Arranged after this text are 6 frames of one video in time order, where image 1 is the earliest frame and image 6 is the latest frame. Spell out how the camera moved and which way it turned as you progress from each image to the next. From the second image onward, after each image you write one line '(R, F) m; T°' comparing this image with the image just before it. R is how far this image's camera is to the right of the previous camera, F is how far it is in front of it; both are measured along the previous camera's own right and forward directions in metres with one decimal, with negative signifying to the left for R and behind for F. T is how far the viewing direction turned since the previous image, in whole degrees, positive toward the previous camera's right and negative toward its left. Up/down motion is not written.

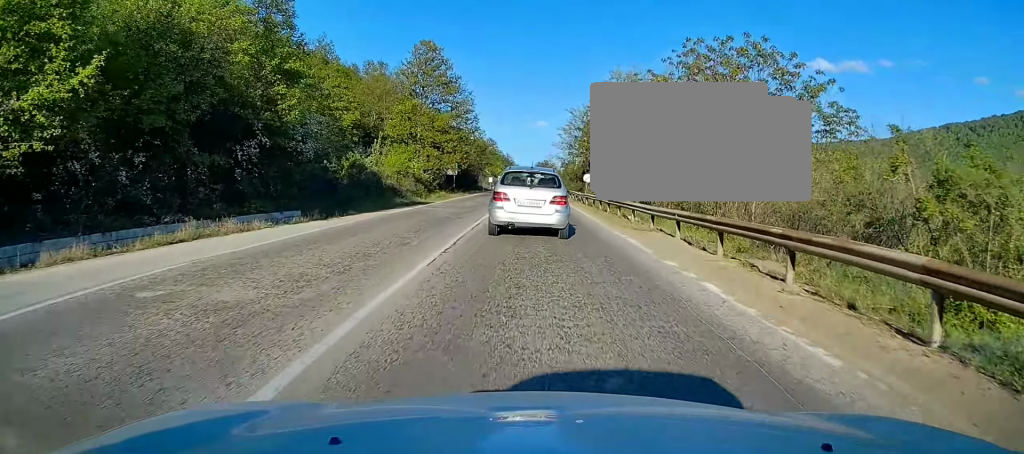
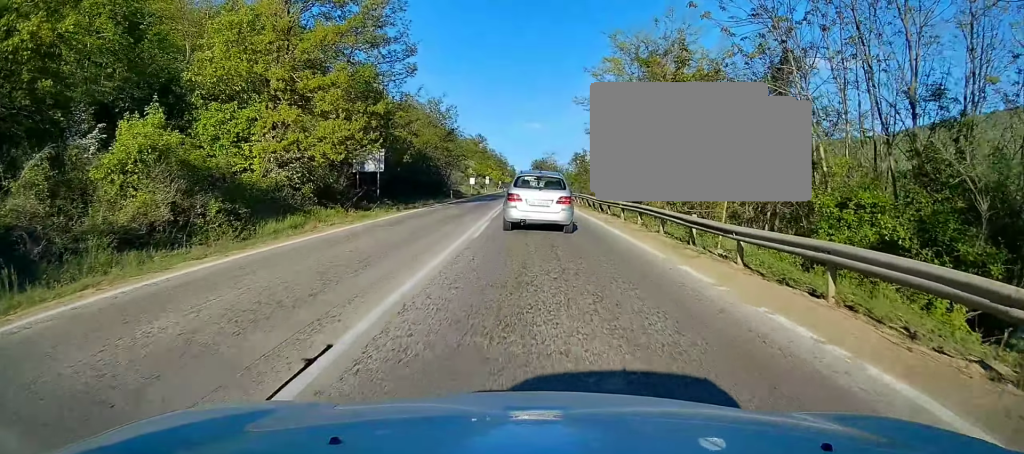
(+0.2, +36.4) m; 0°
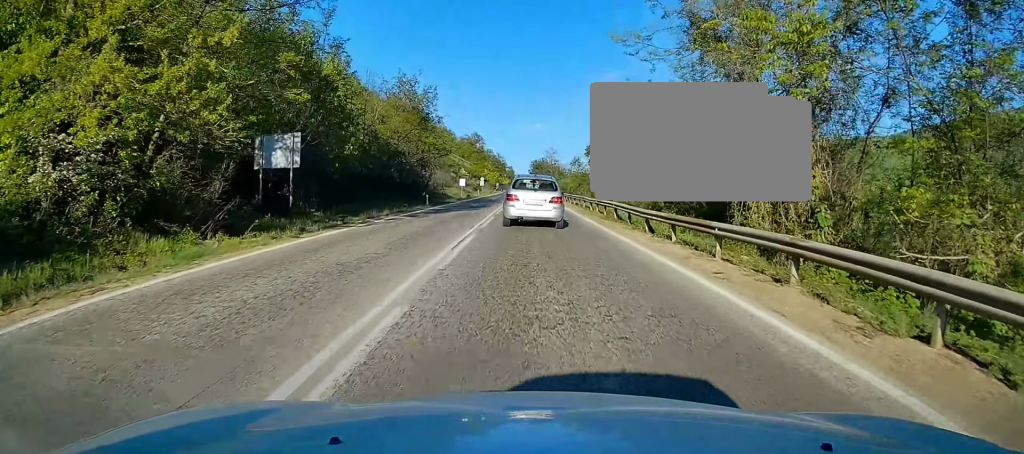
(0.0, +13.8) m; 0°
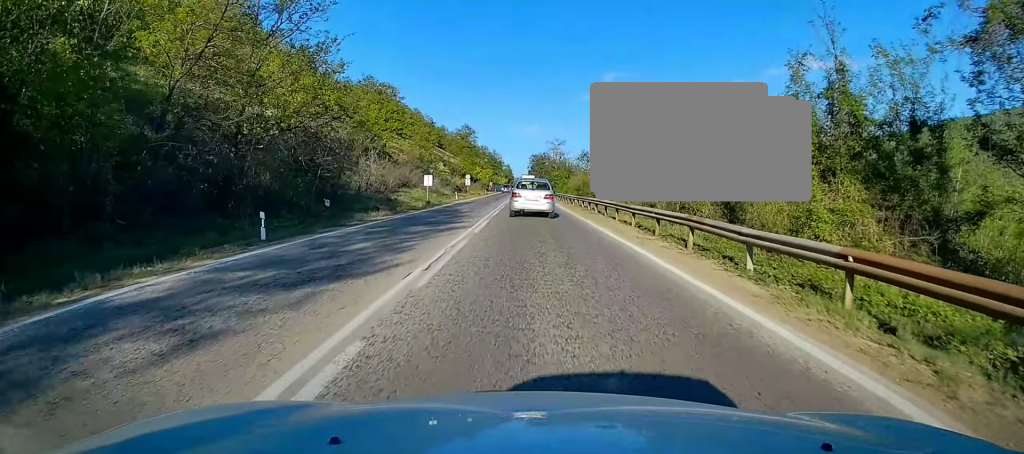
(+0.4, +27.6) m; +2°
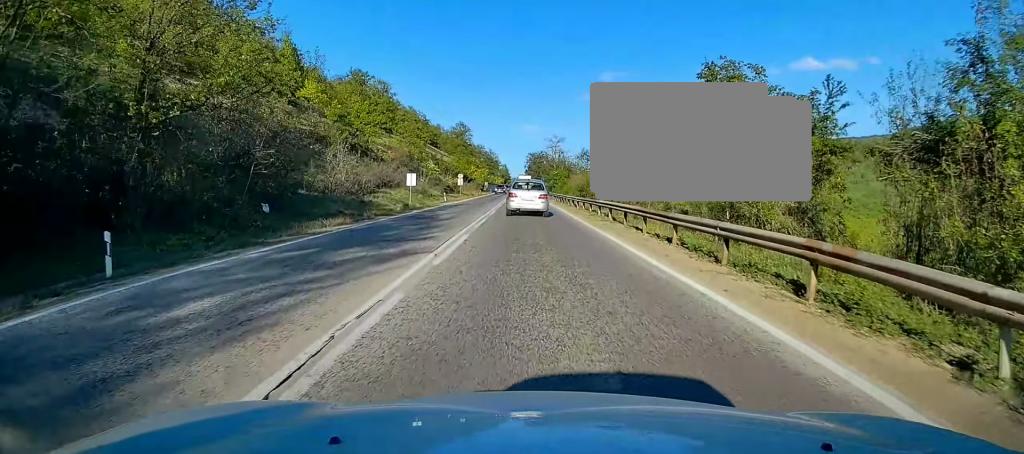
(0.0, +6.5) m; 0°
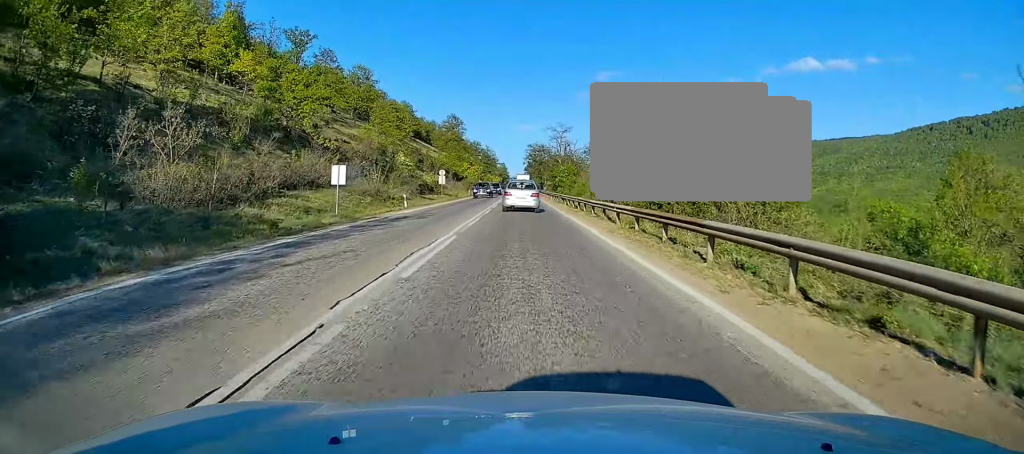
(0.0, +18.7) m; -2°
